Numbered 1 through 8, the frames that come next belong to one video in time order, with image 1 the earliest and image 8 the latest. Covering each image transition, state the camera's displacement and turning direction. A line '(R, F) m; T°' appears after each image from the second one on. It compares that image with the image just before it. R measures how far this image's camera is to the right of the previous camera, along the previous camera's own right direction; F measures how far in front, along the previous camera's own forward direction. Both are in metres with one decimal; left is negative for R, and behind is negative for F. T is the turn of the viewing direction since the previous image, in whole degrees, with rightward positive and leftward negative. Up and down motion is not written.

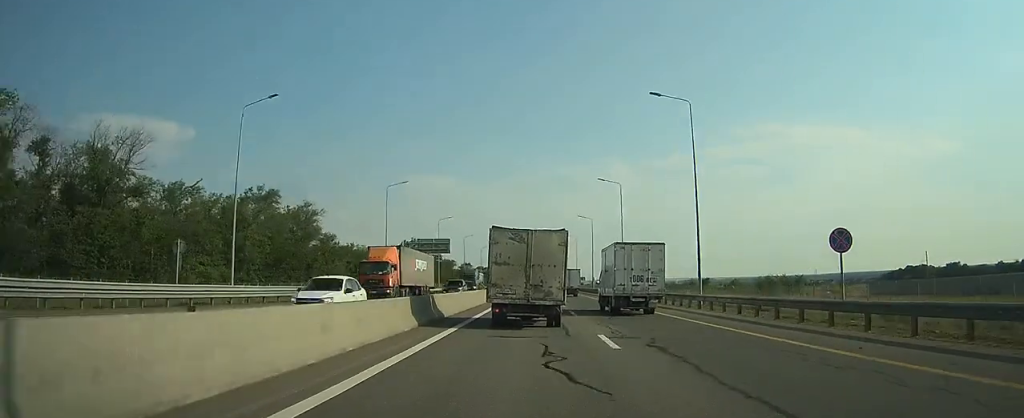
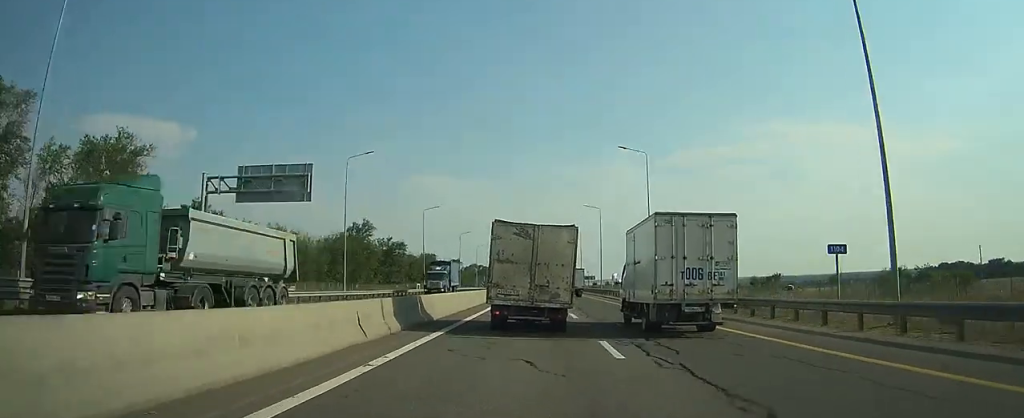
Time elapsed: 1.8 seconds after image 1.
(+0.1, +50.4) m; 0°
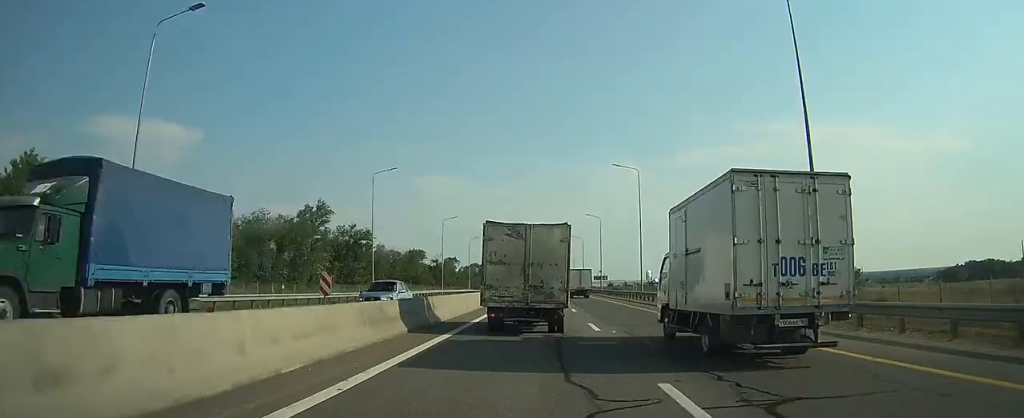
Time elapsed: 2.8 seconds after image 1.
(0.0, +29.9) m; 0°
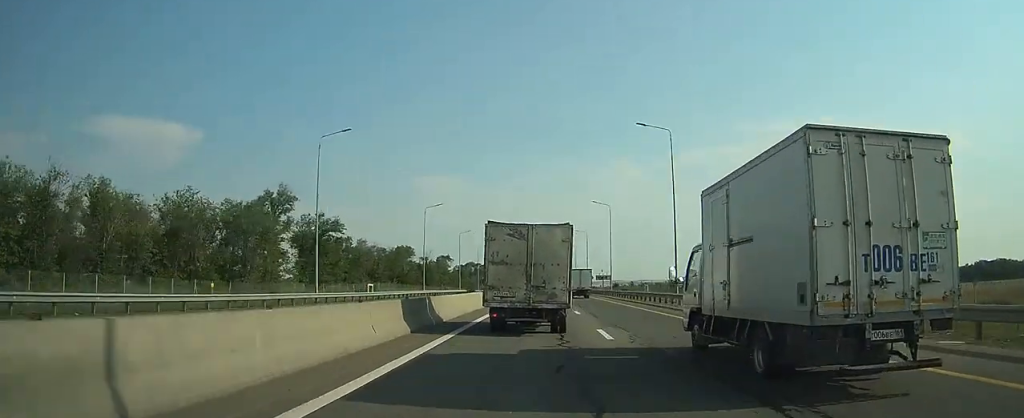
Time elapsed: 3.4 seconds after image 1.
(0.0, +14.8) m; 0°
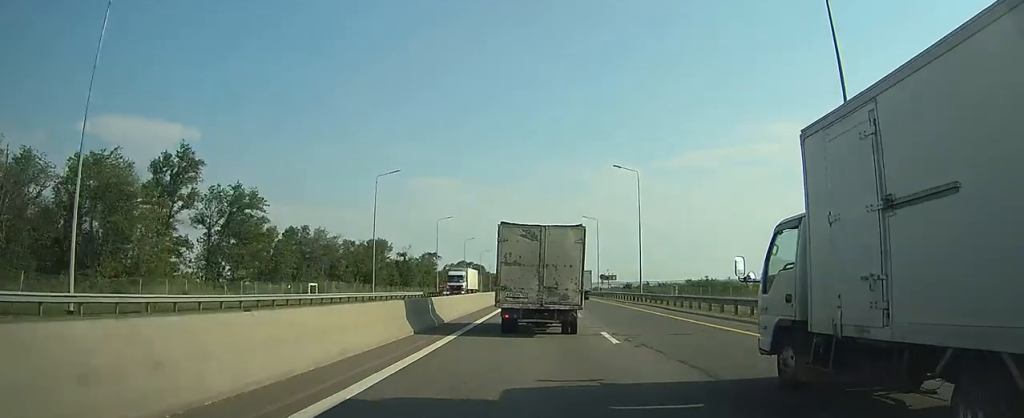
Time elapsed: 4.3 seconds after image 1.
(-0.1, +24.8) m; 0°
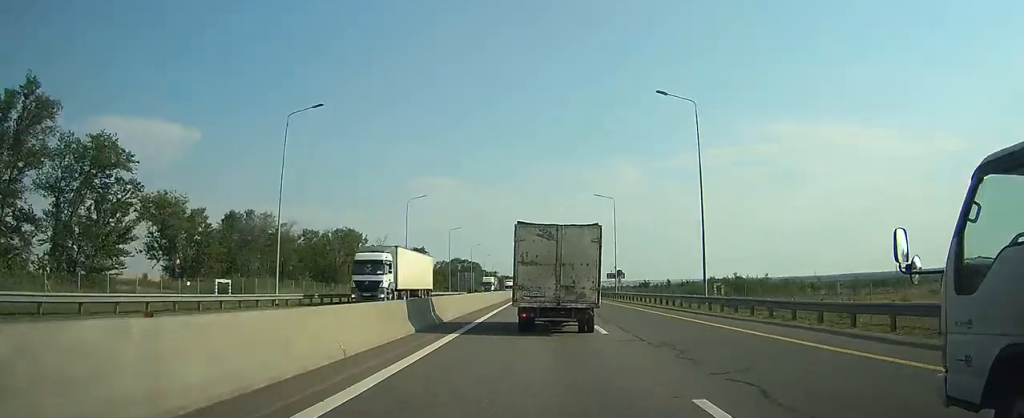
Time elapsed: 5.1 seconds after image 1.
(+0.1, +22.0) m; 0°
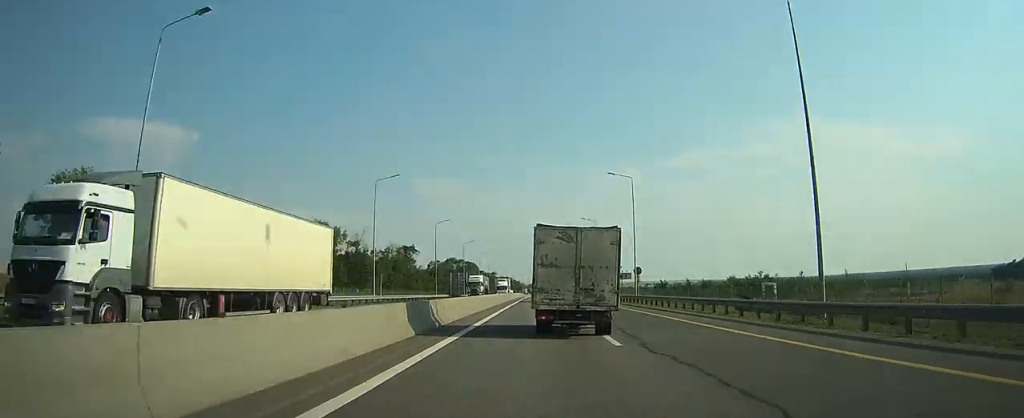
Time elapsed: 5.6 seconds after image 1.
(0.0, +14.7) m; 0°
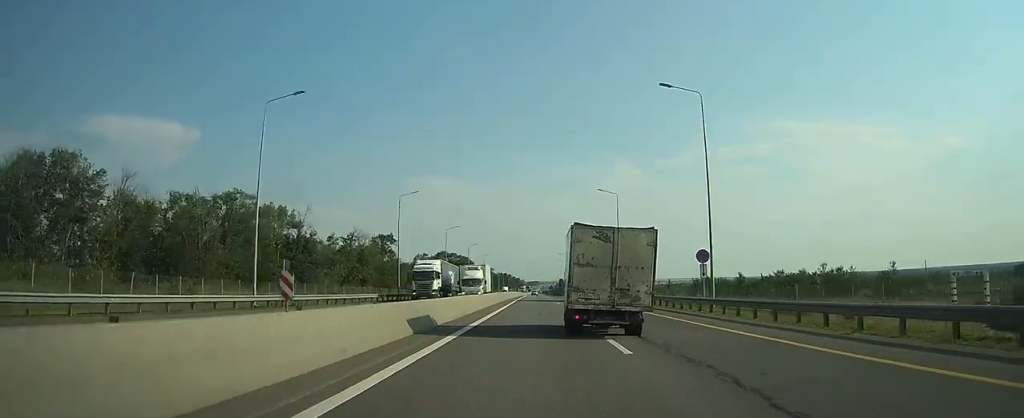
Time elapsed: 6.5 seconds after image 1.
(0.0, +25.7) m; 0°
